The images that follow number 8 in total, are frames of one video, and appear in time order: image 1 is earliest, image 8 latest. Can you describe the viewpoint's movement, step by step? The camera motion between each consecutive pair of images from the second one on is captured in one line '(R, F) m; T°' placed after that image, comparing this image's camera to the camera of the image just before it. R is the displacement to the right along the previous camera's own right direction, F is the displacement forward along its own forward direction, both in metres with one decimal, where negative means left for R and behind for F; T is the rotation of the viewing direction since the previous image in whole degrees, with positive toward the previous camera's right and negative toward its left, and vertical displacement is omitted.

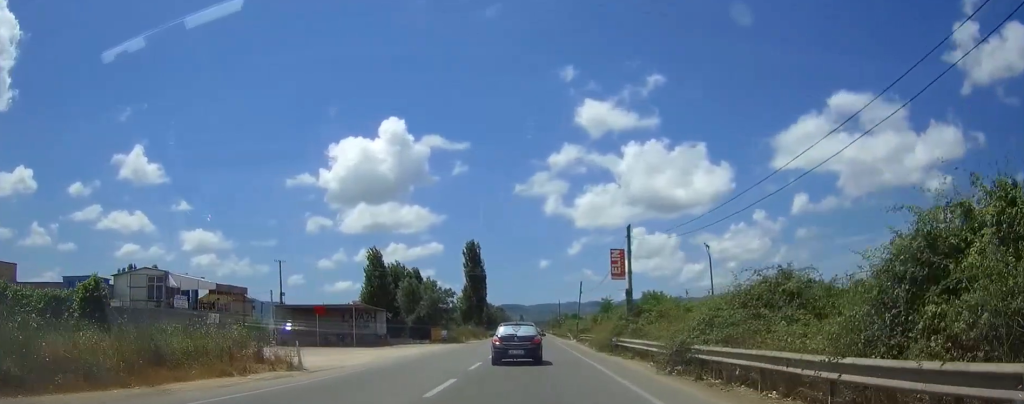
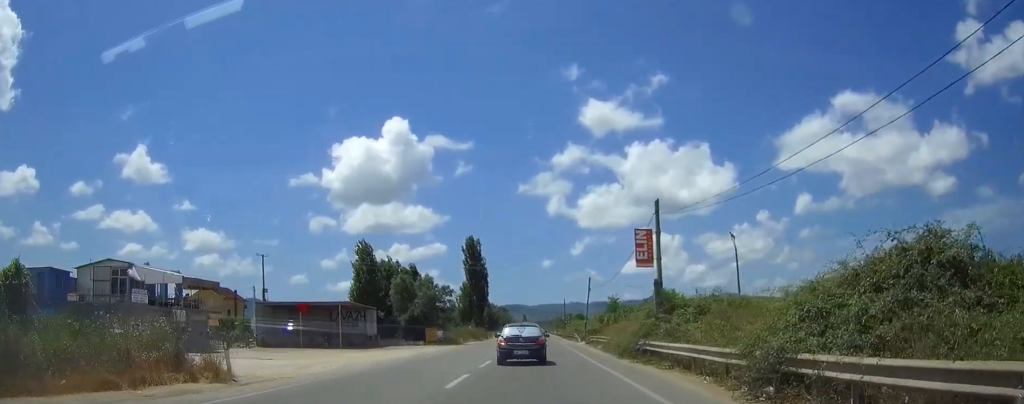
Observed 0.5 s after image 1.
(0.0, +6.4) m; -1°
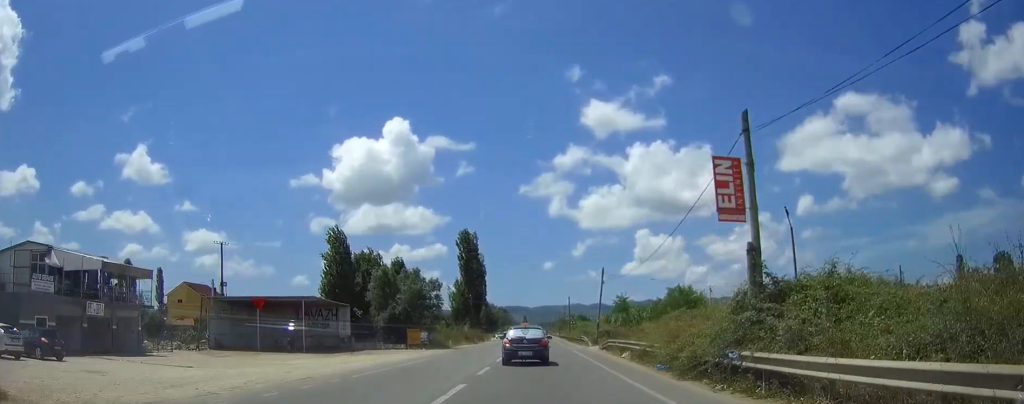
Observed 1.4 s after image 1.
(-0.1, +10.9) m; -1°
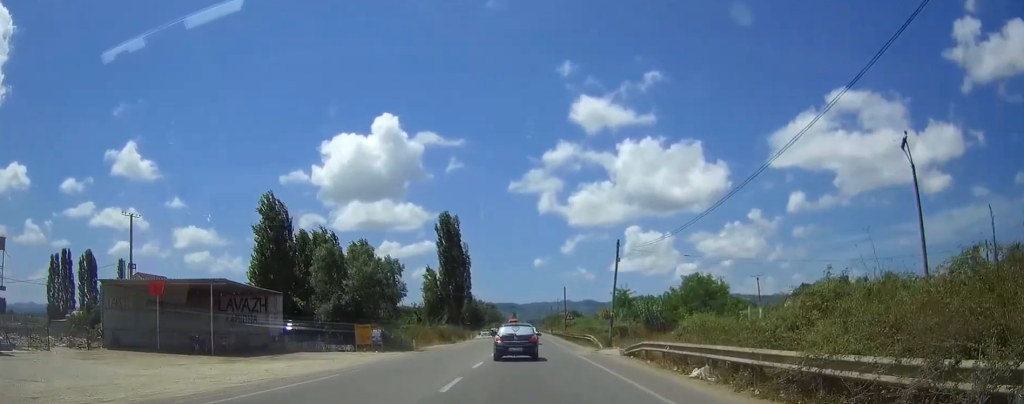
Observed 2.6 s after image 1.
(-0.2, +14.6) m; -1°
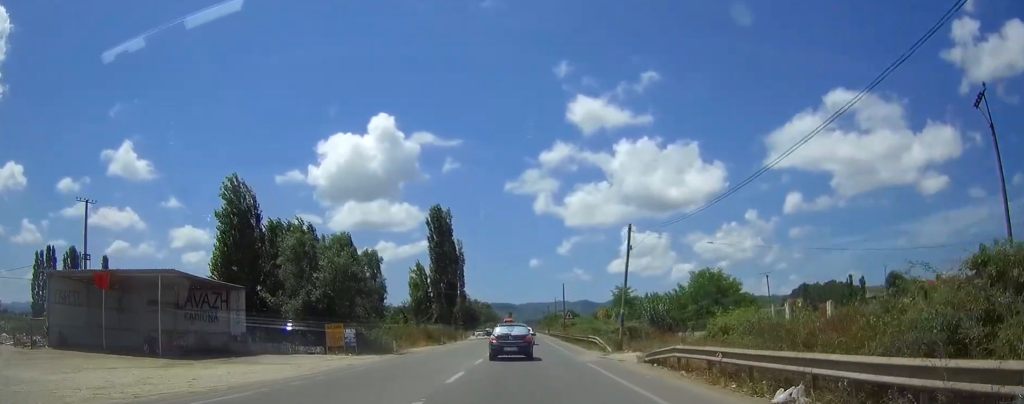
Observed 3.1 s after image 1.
(0.0, +5.8) m; 0°
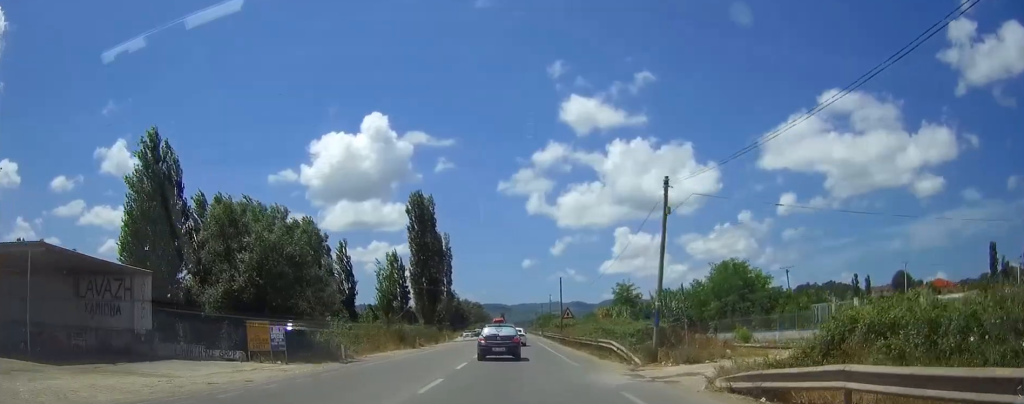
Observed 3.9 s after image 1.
(0.0, +10.5) m; 0°
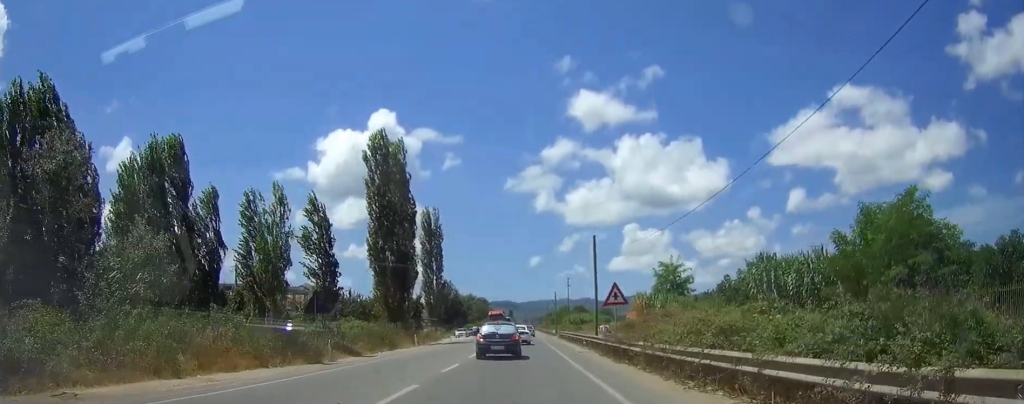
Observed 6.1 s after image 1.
(+0.5, +27.6) m; +2°
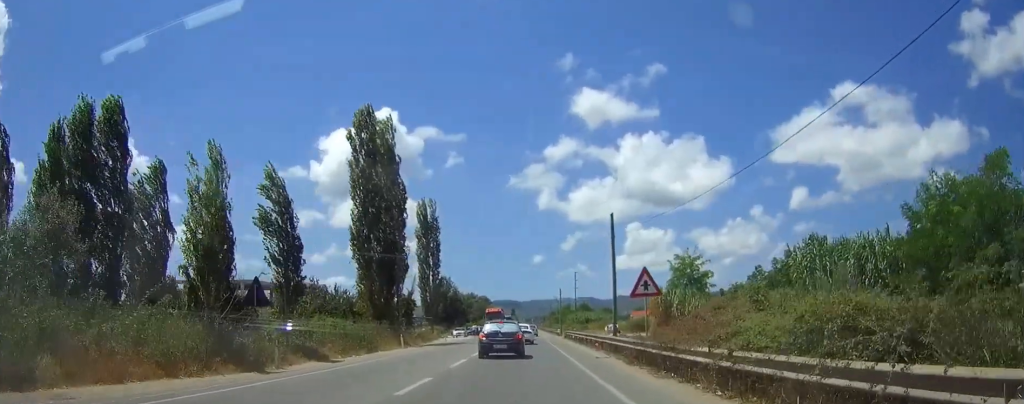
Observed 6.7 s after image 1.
(+0.1, +7.2) m; 0°
